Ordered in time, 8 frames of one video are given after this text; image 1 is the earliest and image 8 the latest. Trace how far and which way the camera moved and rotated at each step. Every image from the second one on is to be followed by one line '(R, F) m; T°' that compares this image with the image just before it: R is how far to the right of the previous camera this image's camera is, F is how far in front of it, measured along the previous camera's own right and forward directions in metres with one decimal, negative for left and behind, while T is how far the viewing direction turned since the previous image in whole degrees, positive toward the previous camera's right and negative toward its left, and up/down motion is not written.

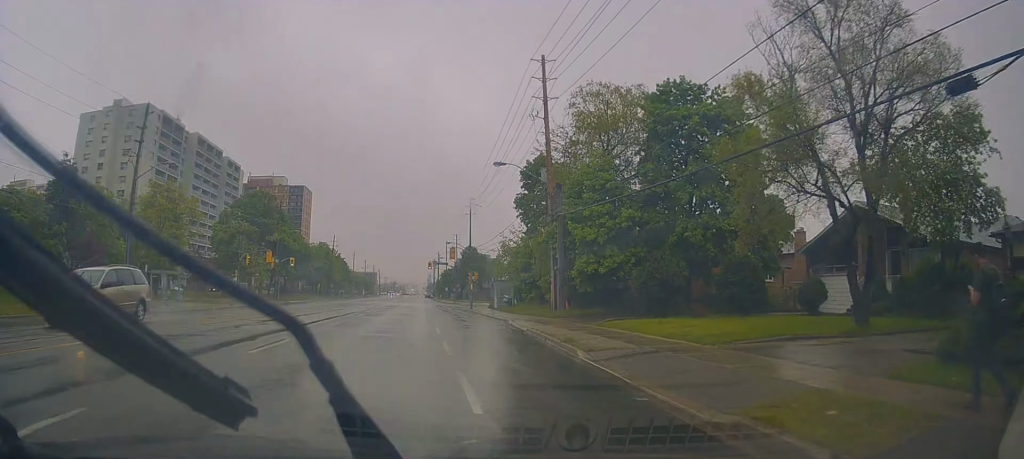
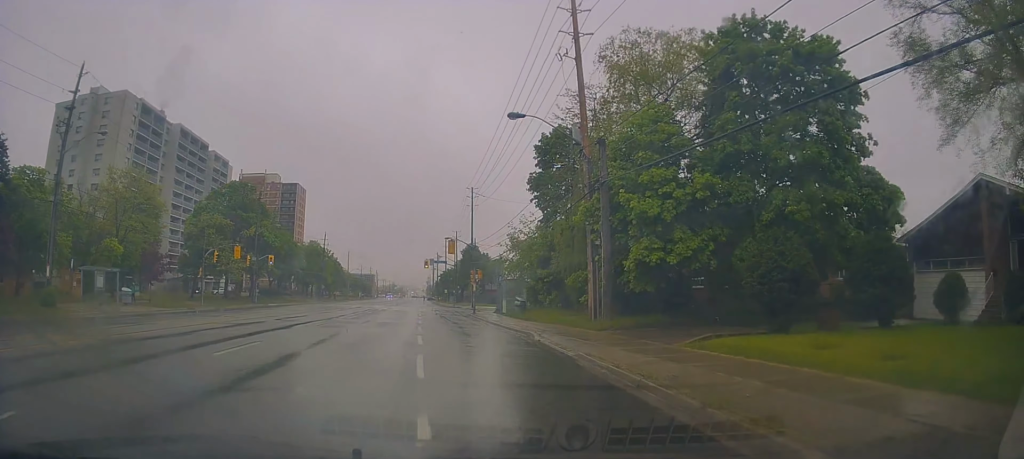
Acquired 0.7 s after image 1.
(-0.3, +9.6) m; +1°
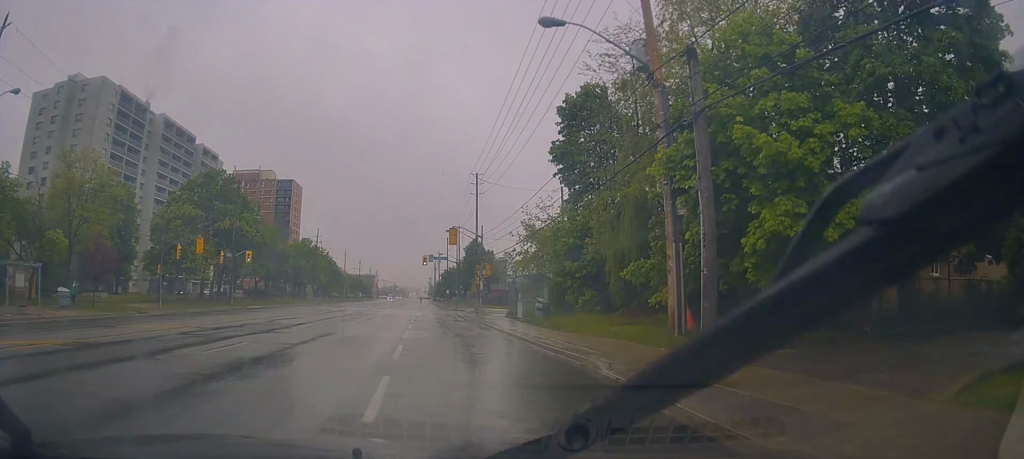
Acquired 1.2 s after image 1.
(+0.7, +8.5) m; +1°
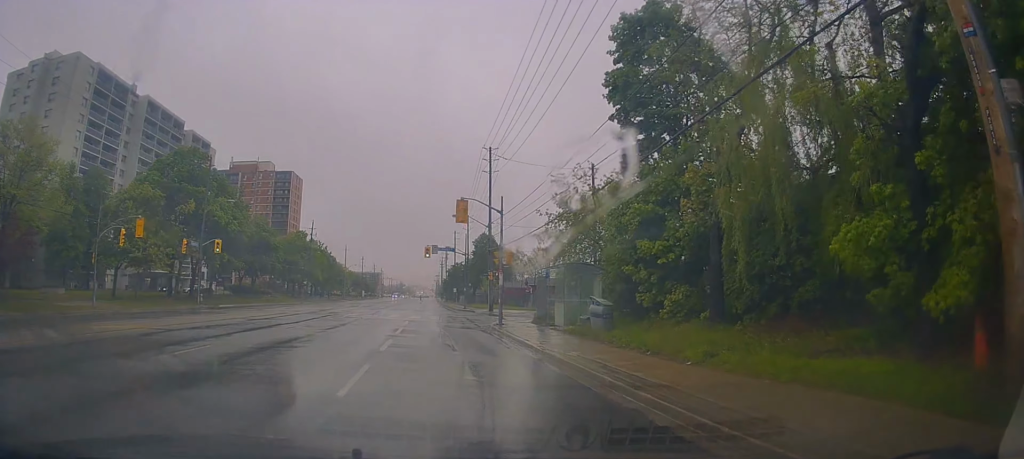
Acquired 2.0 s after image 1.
(-0.1, +10.9) m; -1°
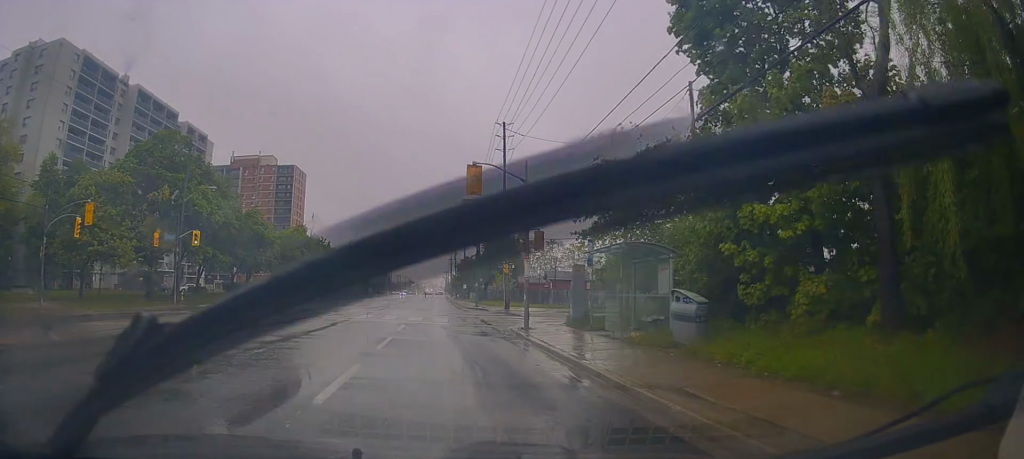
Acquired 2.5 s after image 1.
(-0.3, +6.7) m; -1°
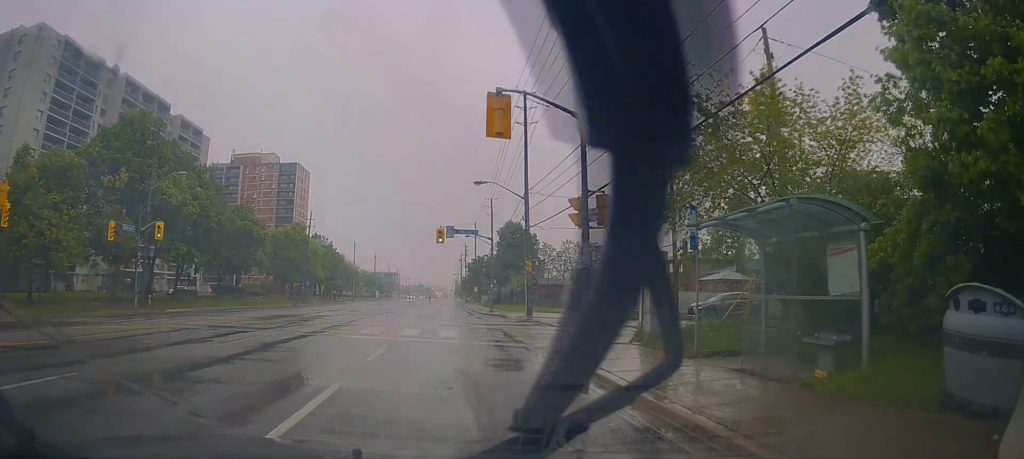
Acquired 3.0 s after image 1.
(0.0, +7.9) m; -1°
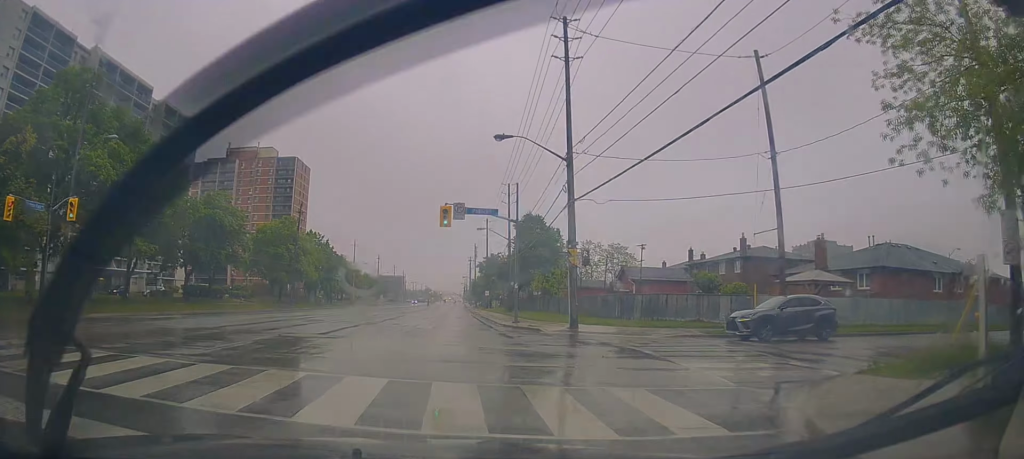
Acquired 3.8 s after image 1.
(0.0, +11.8) m; -2°
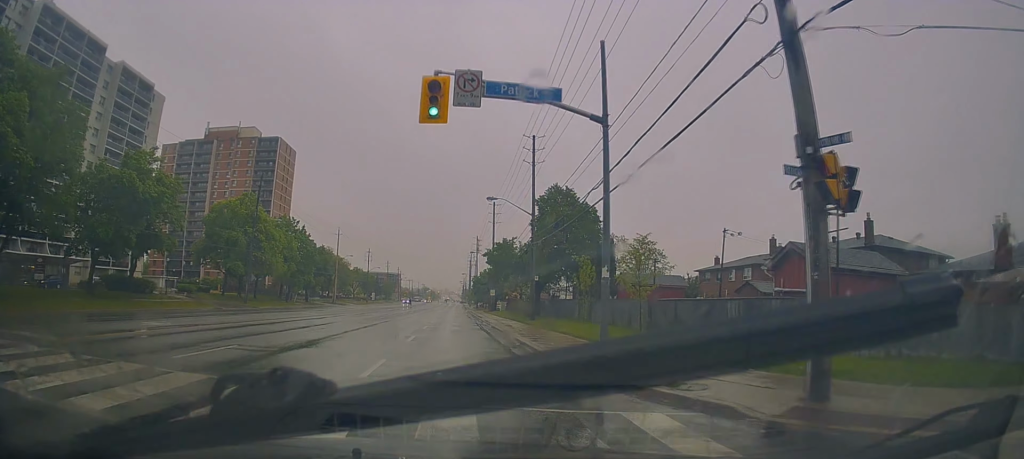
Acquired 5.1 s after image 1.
(-0.6, +17.9) m; -1°
